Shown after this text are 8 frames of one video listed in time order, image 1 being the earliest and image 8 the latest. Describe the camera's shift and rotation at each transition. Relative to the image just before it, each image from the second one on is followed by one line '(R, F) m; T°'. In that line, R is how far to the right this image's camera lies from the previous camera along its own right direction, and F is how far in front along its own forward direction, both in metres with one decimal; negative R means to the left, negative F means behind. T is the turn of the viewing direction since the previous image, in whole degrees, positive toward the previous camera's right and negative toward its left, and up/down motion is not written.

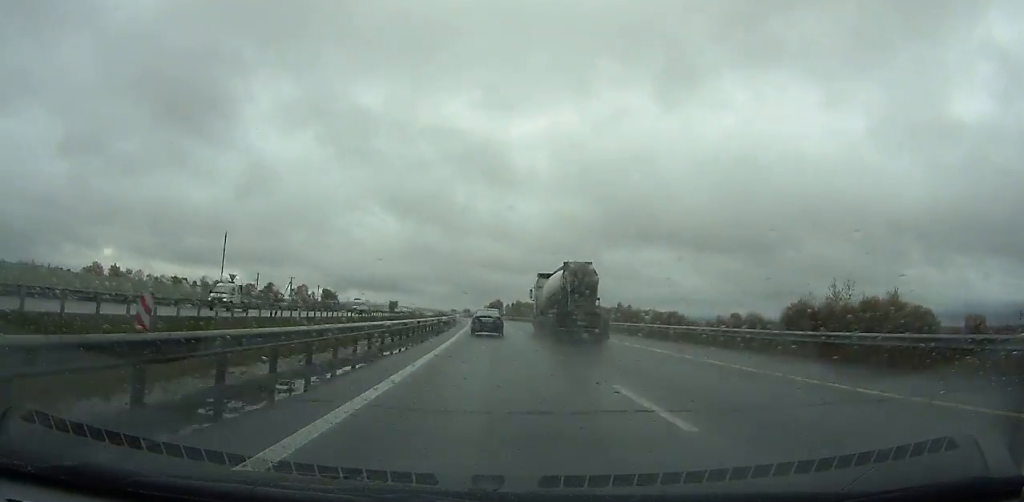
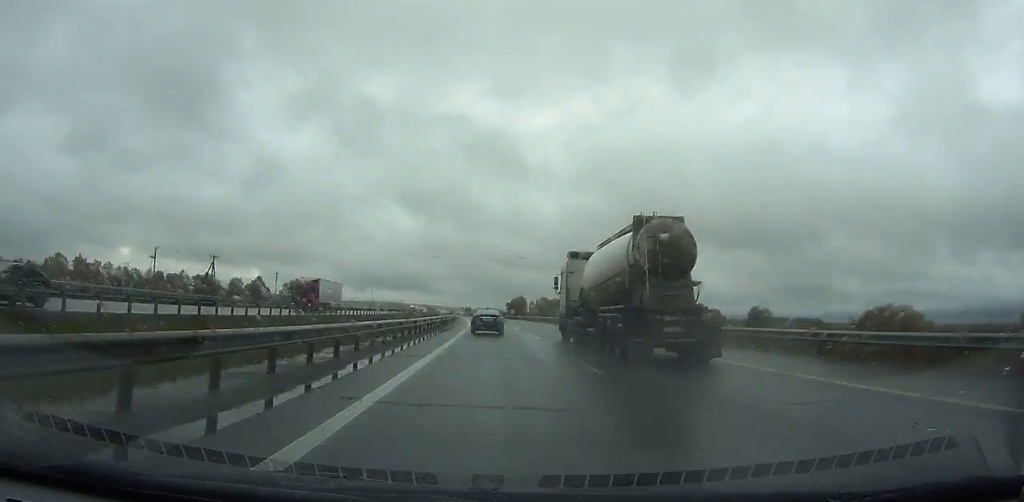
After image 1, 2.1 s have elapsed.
(-1.1, +59.6) m; -2°
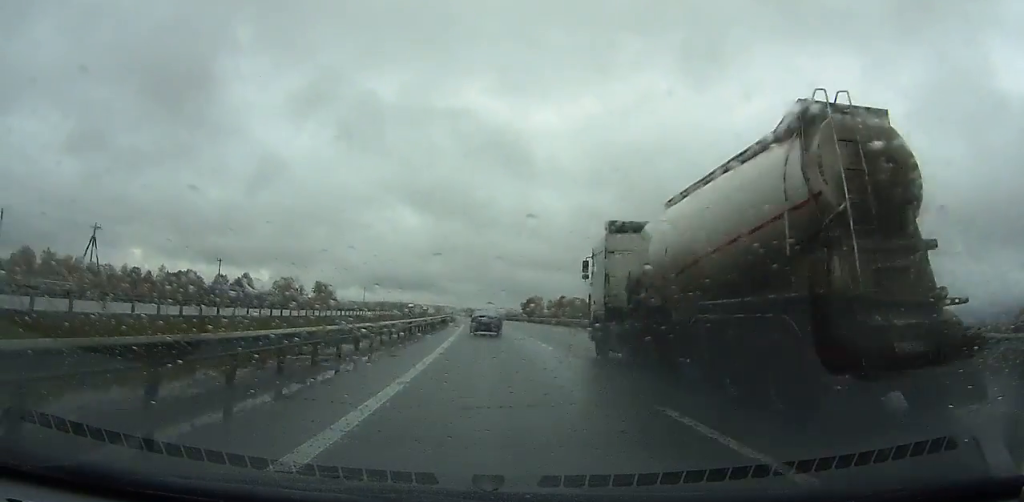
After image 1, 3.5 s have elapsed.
(-0.6, +39.9) m; -1°
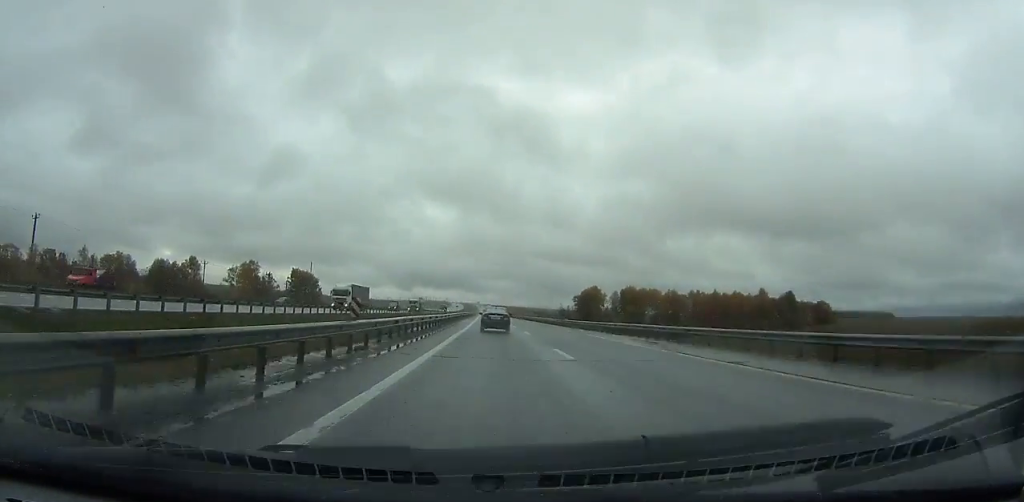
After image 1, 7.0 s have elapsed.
(-2.9, +100.6) m; -3°
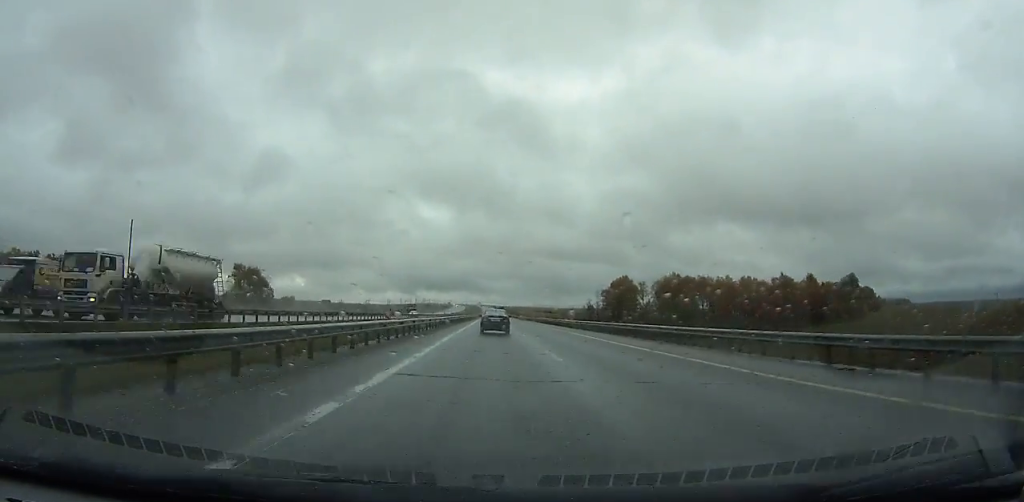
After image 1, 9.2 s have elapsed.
(-0.8, +64.6) m; -1°
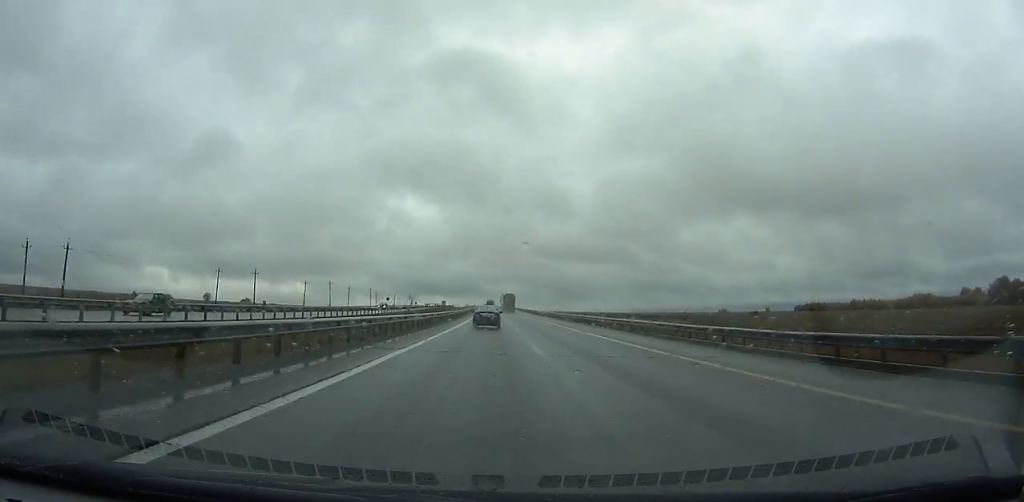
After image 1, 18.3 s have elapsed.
(-2.2, +272.4) m; -1°
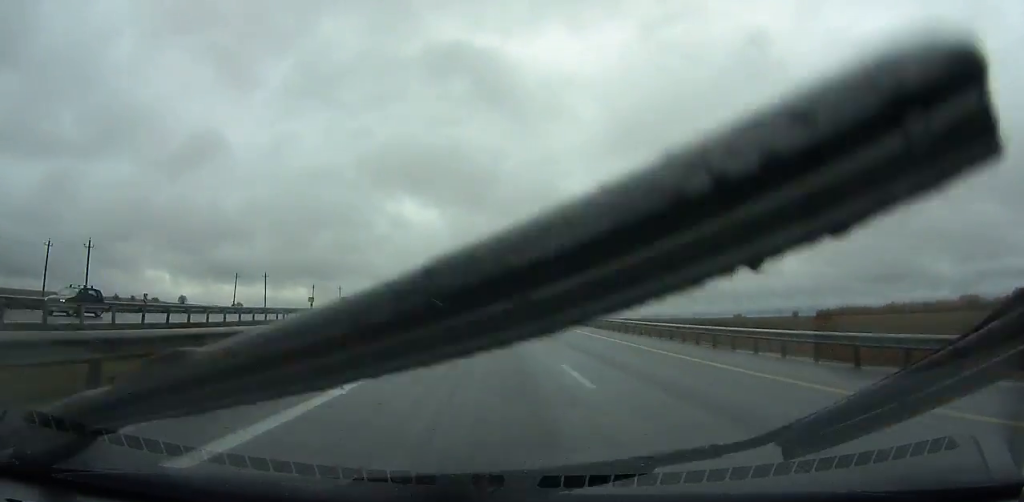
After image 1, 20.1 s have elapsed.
(-0.2, +54.4) m; 0°
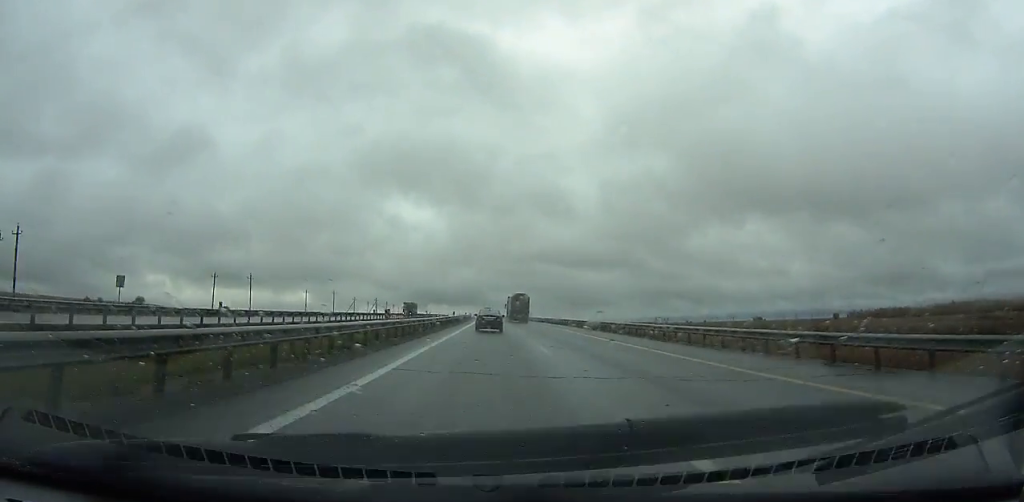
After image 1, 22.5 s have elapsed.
(-0.4, +72.4) m; -1°
